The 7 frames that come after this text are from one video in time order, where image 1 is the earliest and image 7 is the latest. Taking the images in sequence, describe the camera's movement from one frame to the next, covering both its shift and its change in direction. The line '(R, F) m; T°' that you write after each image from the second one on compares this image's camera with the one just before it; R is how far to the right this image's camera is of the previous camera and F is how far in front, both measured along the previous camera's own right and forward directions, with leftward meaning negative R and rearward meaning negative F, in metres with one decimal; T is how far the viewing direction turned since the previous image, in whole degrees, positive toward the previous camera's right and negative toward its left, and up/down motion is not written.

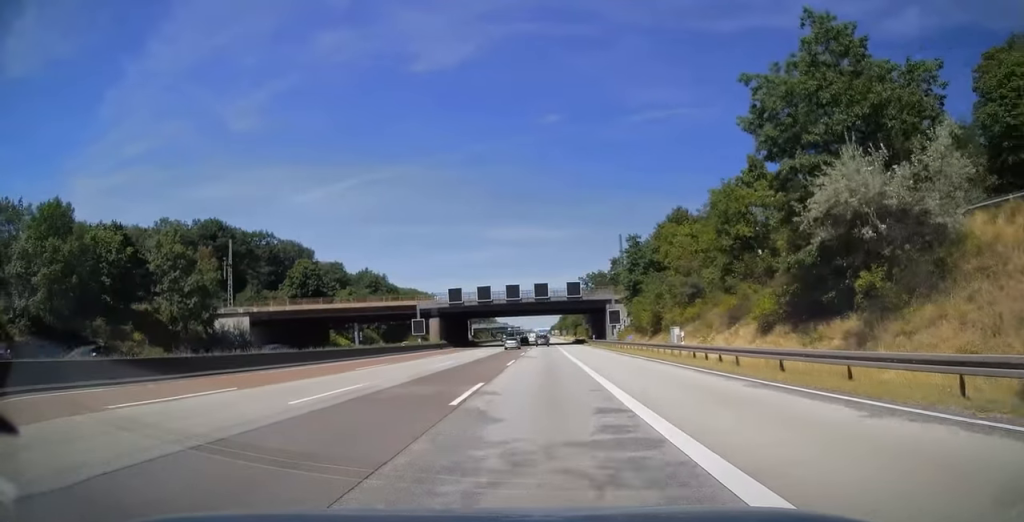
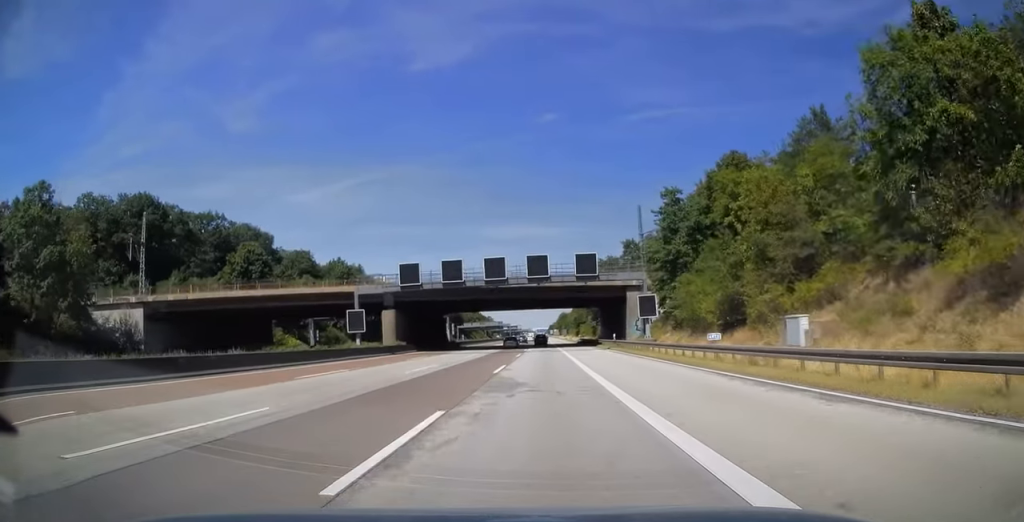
(0.0, +24.8) m; 0°
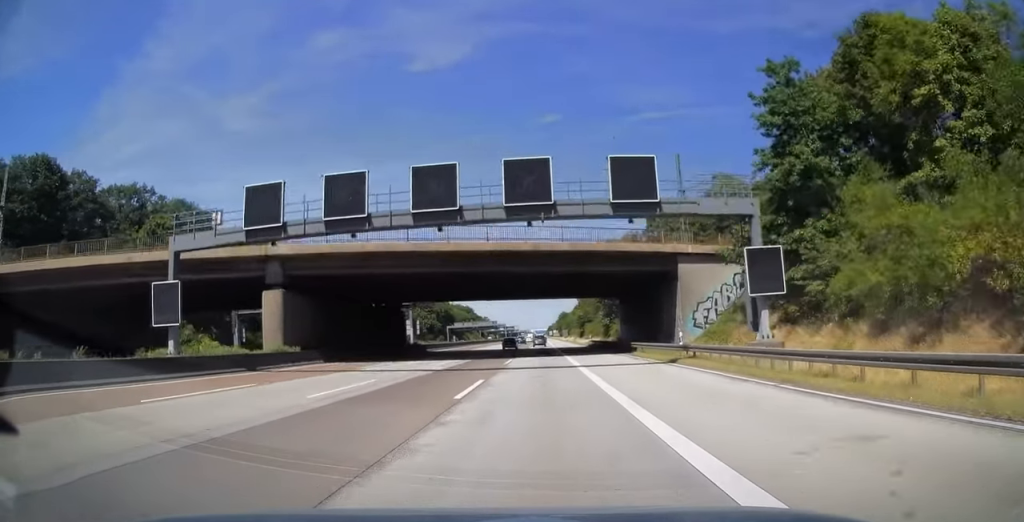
(+0.1, +27.3) m; 0°
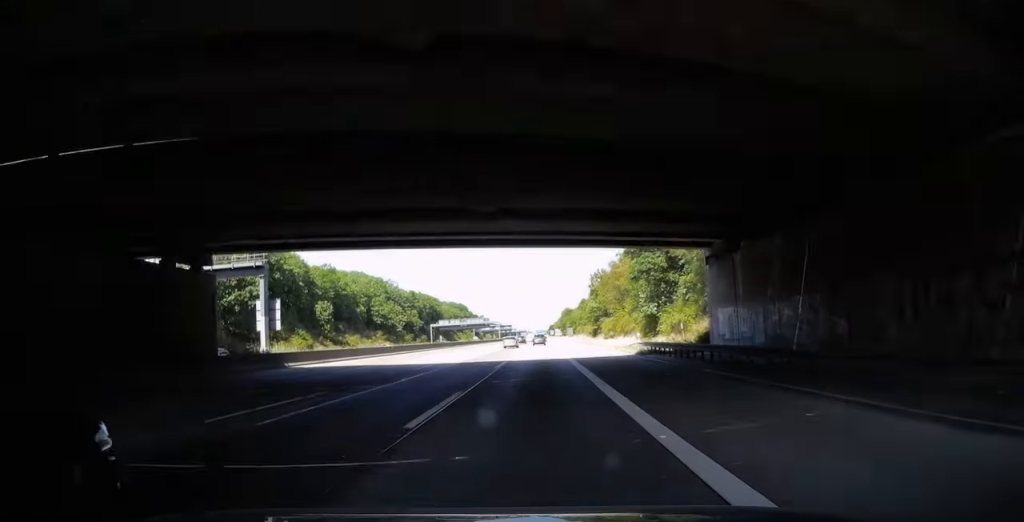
(+0.2, +40.1) m; 0°
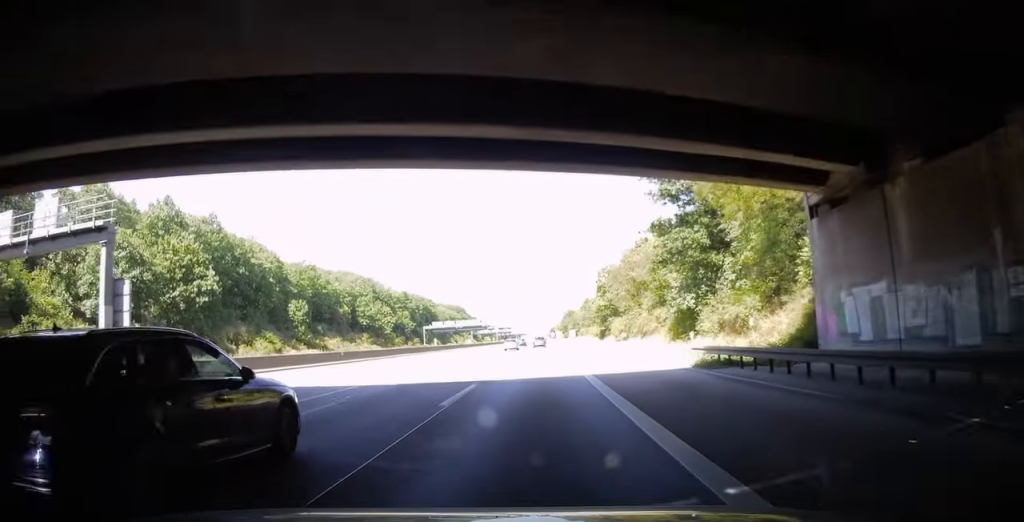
(0.0, +14.3) m; 0°
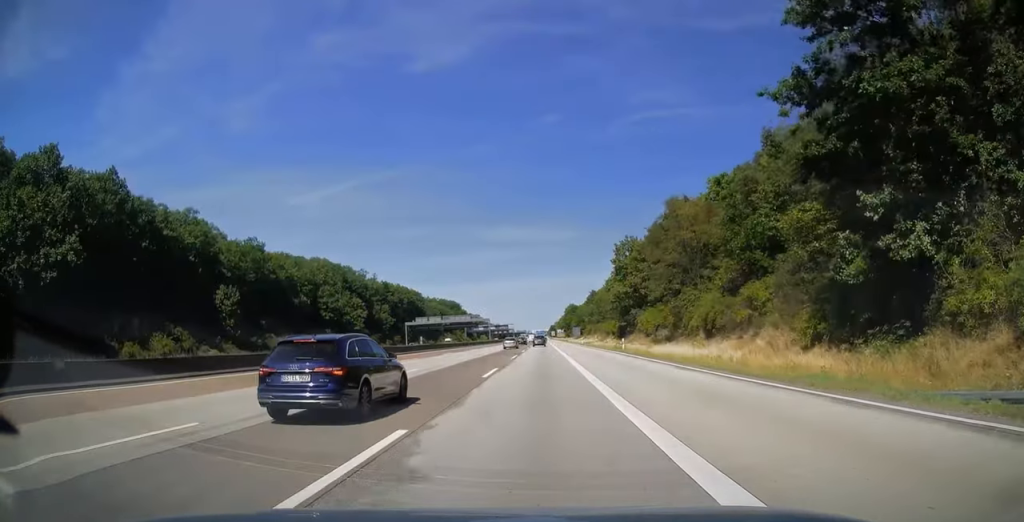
(-0.1, +27.2) m; 0°
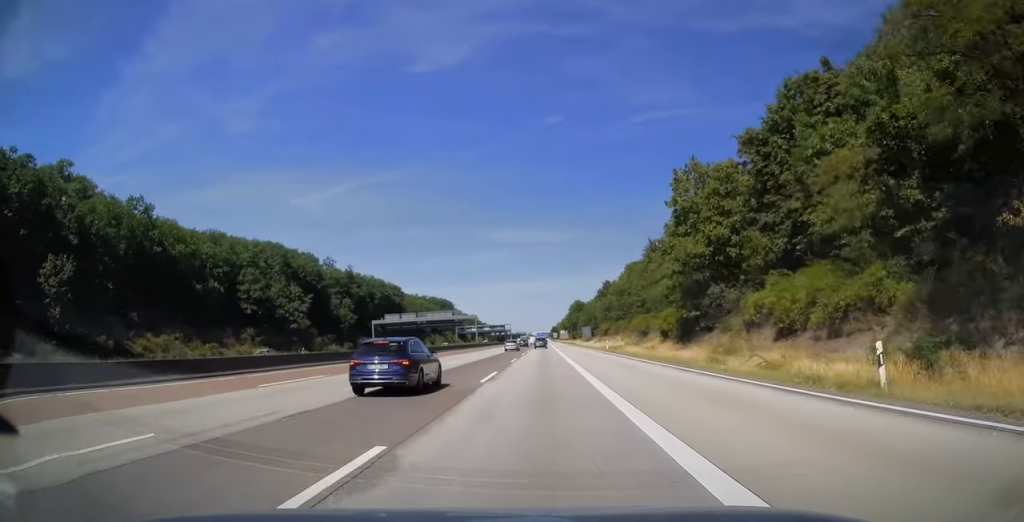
(0.0, +37.1) m; 0°
